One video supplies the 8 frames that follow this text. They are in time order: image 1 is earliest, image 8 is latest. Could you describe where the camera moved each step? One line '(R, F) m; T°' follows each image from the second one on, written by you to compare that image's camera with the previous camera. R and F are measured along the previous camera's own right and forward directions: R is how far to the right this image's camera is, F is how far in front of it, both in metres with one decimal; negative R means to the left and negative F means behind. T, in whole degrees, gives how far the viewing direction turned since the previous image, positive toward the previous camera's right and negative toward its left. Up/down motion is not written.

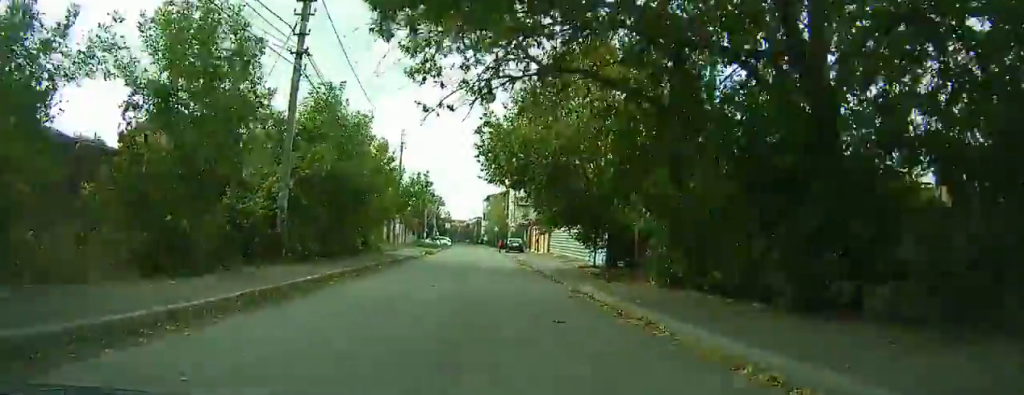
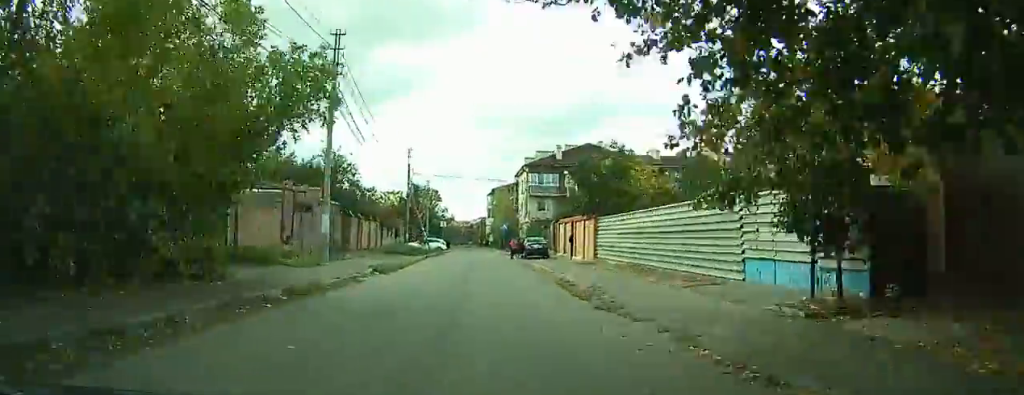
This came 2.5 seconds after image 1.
(-0.1, +16.7) m; -1°
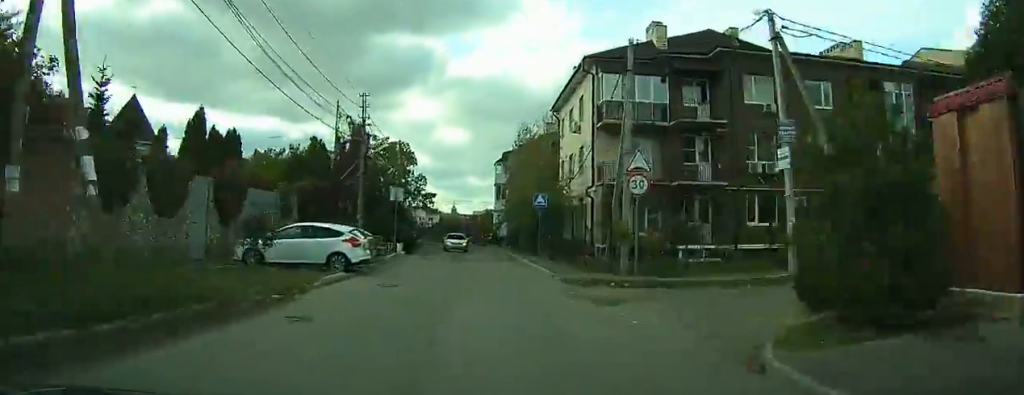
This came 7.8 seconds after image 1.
(-0.5, +39.3) m; 0°
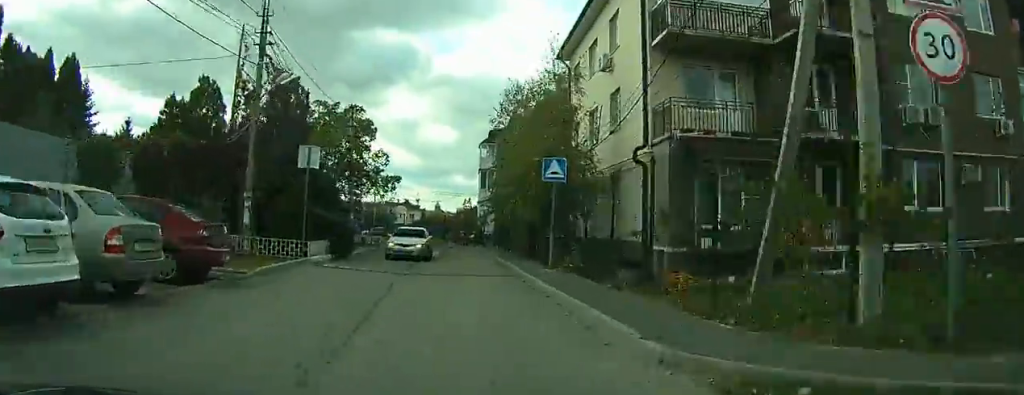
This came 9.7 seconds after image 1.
(+0.1, +13.5) m; +1°
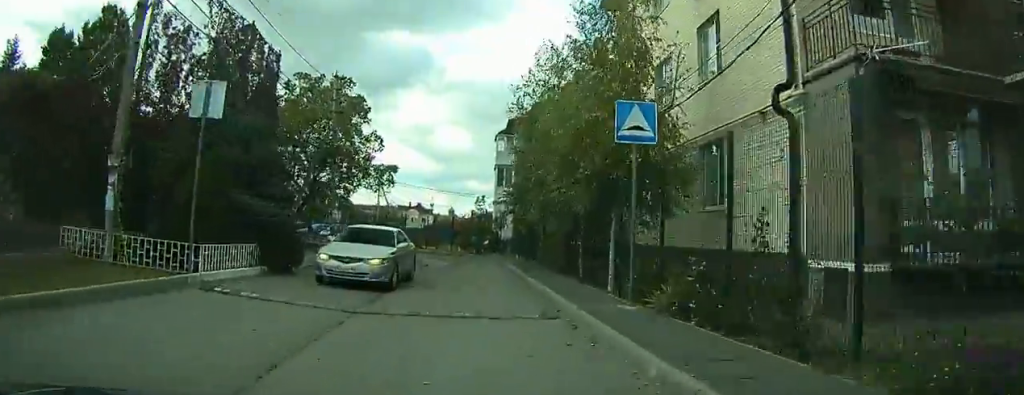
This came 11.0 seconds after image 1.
(+0.1, +8.0) m; 0°
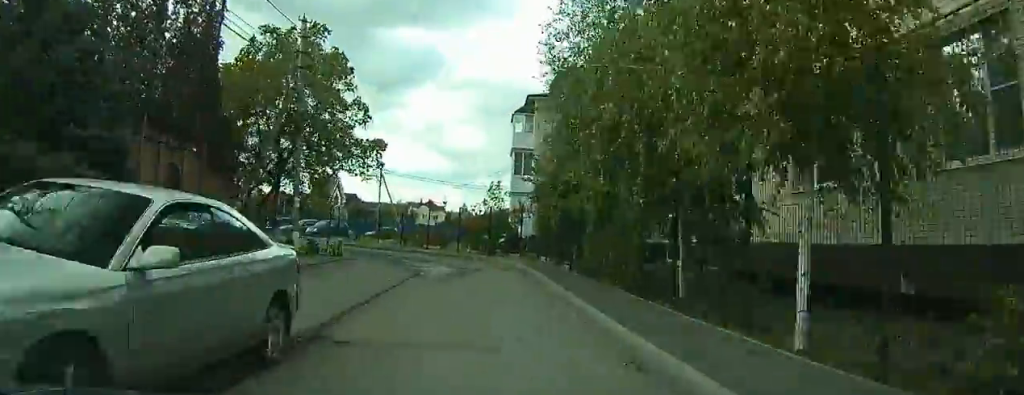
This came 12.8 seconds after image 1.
(+0.1, +11.0) m; 0°
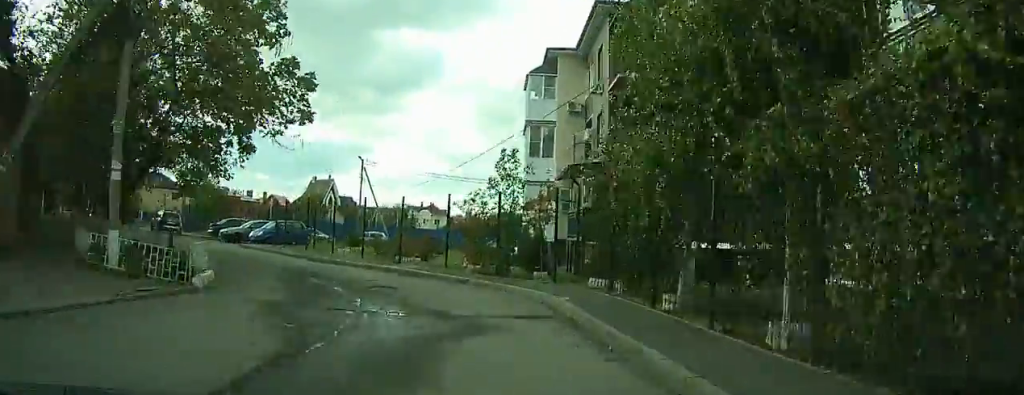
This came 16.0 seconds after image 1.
(-0.2, +16.2) m; -1°
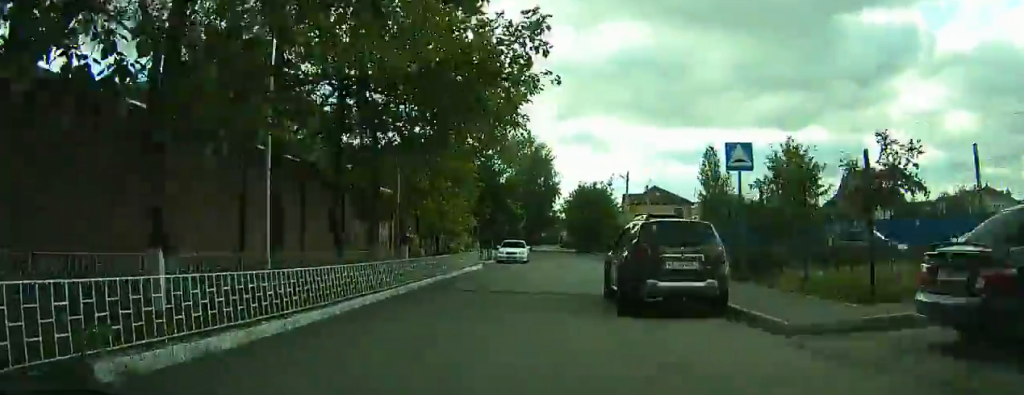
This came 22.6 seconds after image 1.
(-12.1, +26.0) m; -44°
